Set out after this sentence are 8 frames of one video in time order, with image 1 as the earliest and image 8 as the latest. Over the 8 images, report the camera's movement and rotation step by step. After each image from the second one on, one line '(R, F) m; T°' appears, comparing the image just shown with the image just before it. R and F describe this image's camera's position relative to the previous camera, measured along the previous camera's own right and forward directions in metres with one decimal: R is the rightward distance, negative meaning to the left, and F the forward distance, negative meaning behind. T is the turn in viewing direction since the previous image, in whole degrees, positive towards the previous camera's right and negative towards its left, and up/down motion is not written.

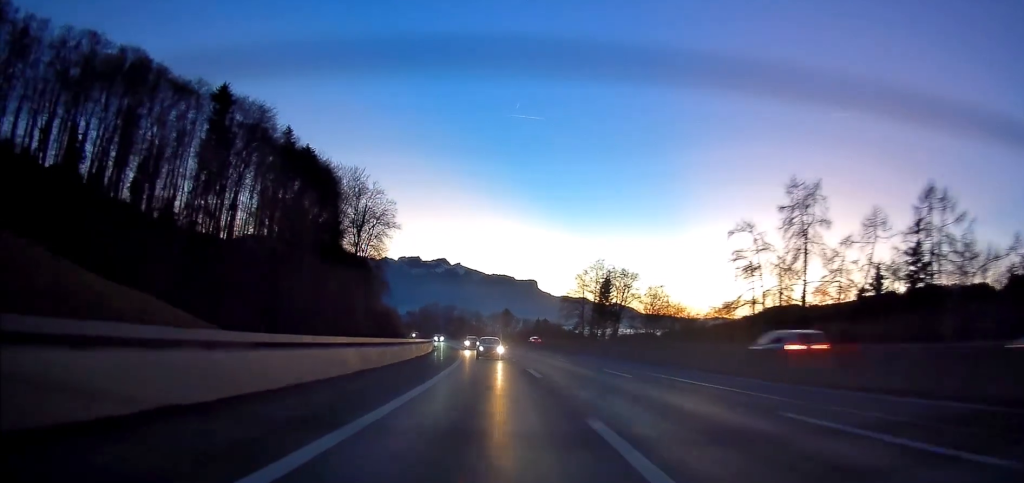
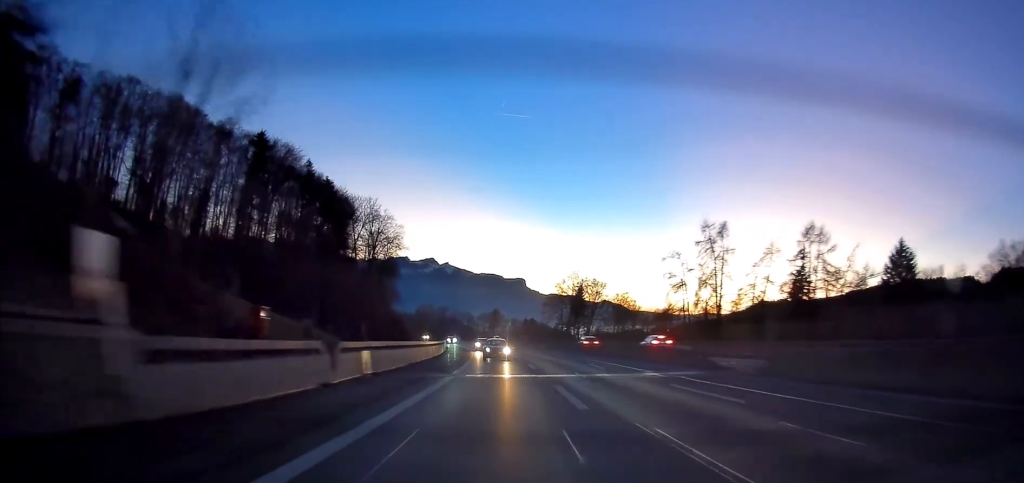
(+0.3, +25.7) m; +1°
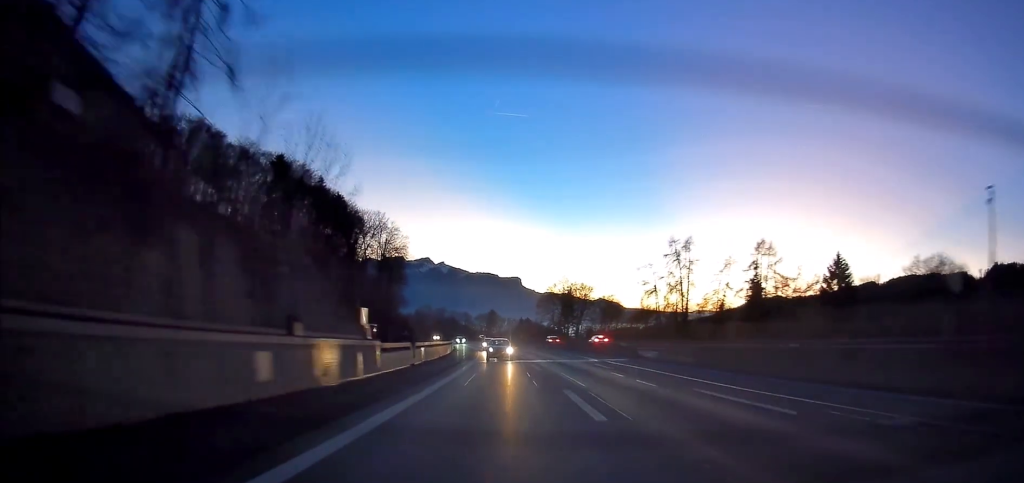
(+0.1, +16.1) m; +1°
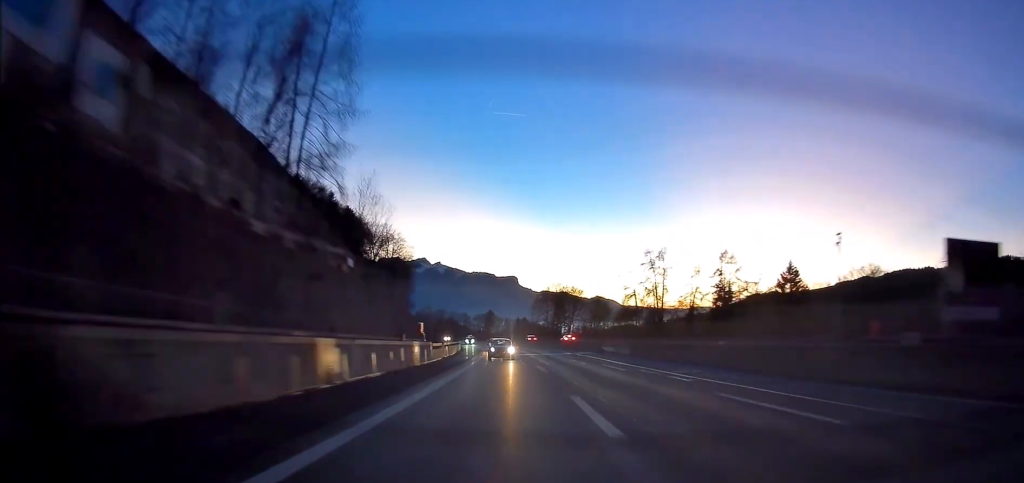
(+0.2, +16.1) m; +1°
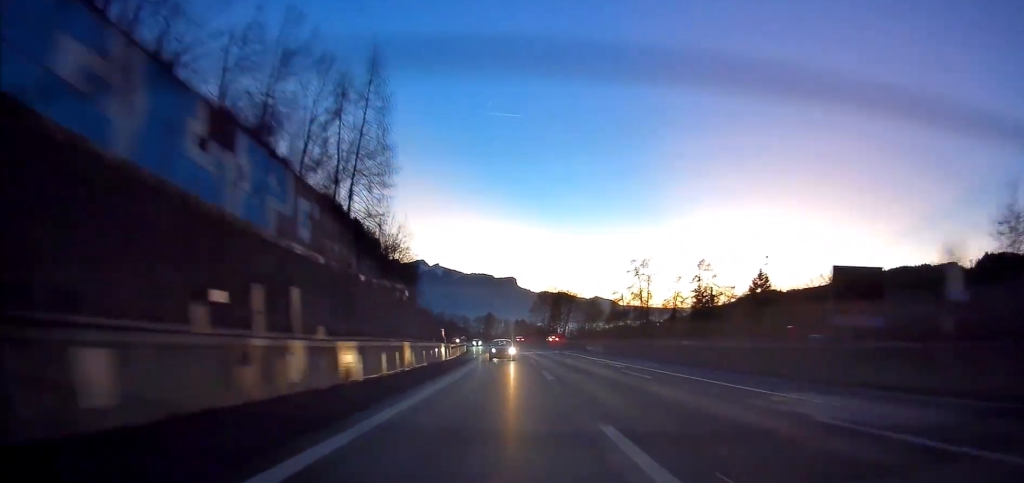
(+0.1, +12.9) m; 0°
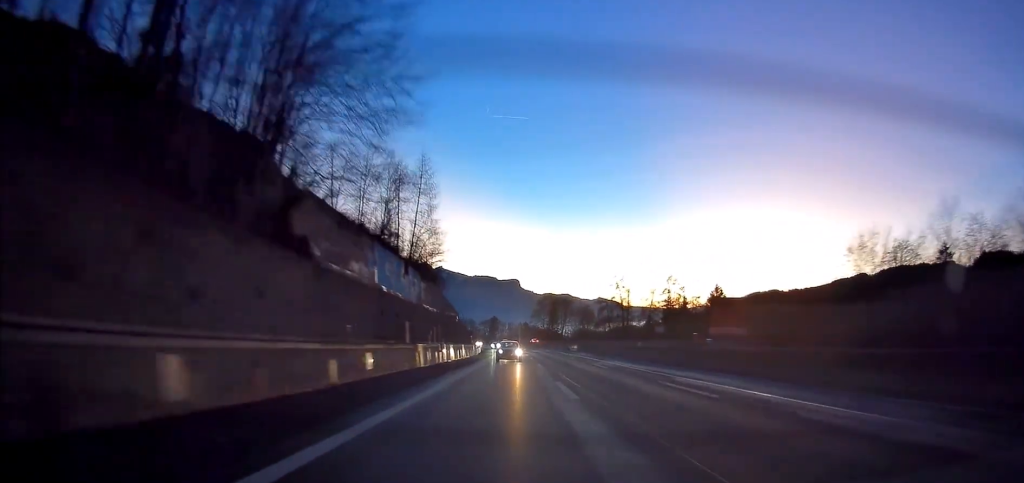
(-0.1, +29.1) m; 0°
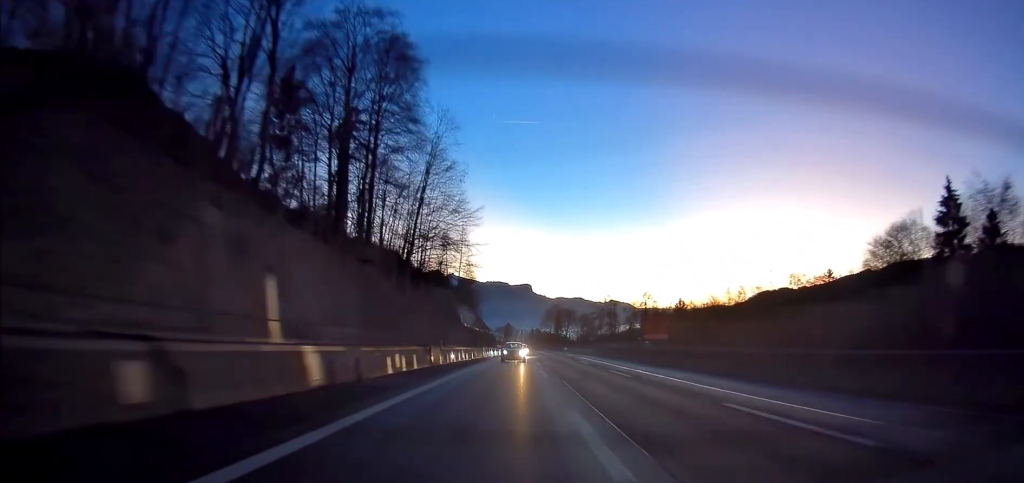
(-0.1, +44.2) m; -1°
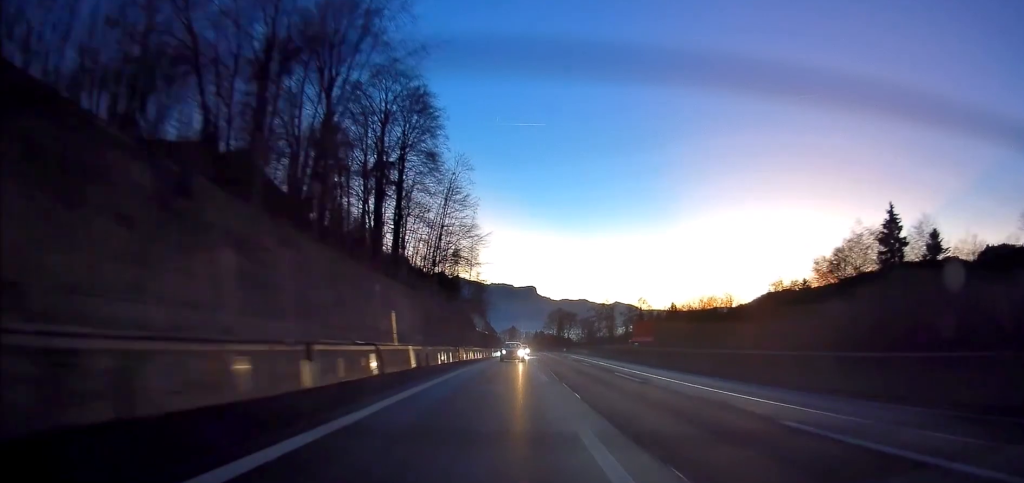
(0.0, +15.1) m; 0°
